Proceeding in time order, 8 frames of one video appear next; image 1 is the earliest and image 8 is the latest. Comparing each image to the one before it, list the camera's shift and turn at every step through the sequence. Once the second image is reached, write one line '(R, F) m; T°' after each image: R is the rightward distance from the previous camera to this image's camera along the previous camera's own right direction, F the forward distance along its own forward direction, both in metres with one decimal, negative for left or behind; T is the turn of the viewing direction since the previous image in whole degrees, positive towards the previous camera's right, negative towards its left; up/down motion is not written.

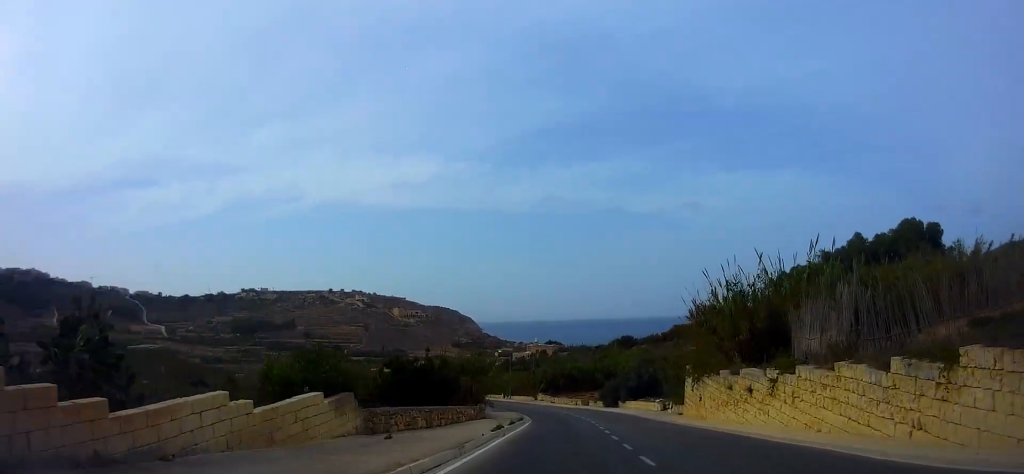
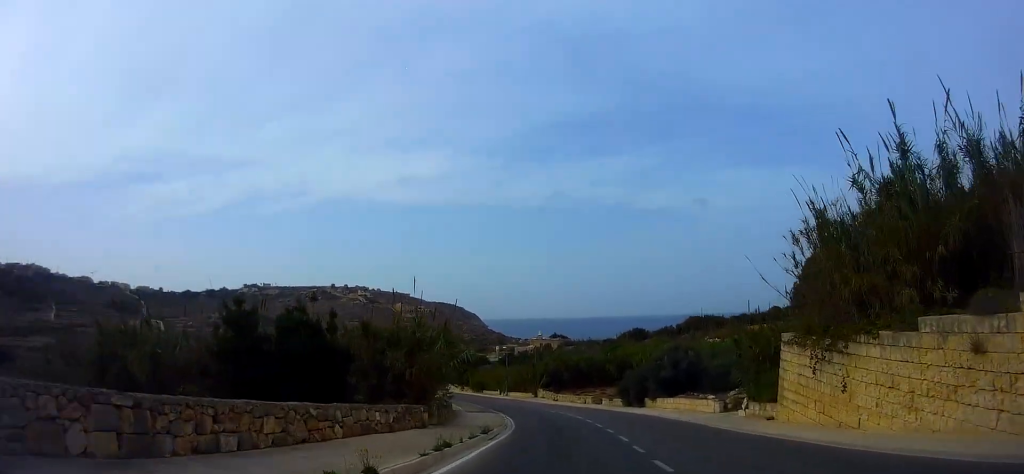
(0.0, +14.6) m; 0°
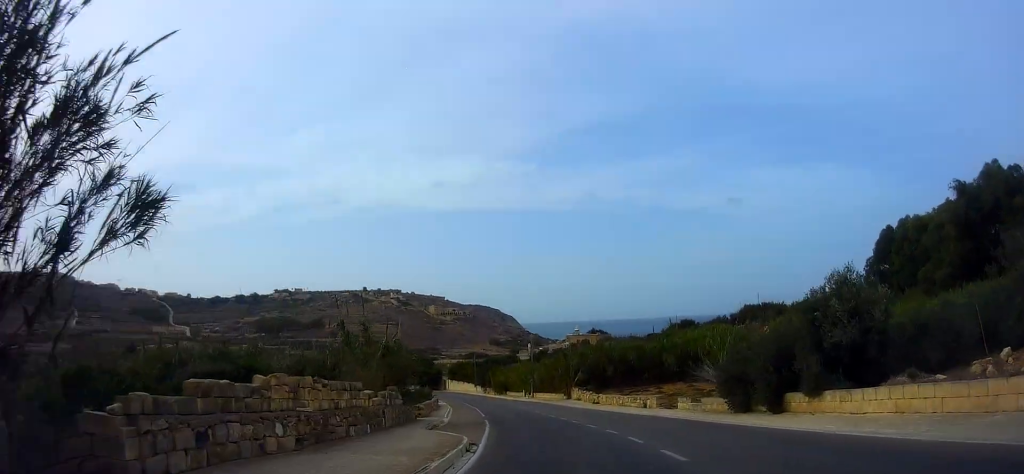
(0.0, +20.0) m; 0°
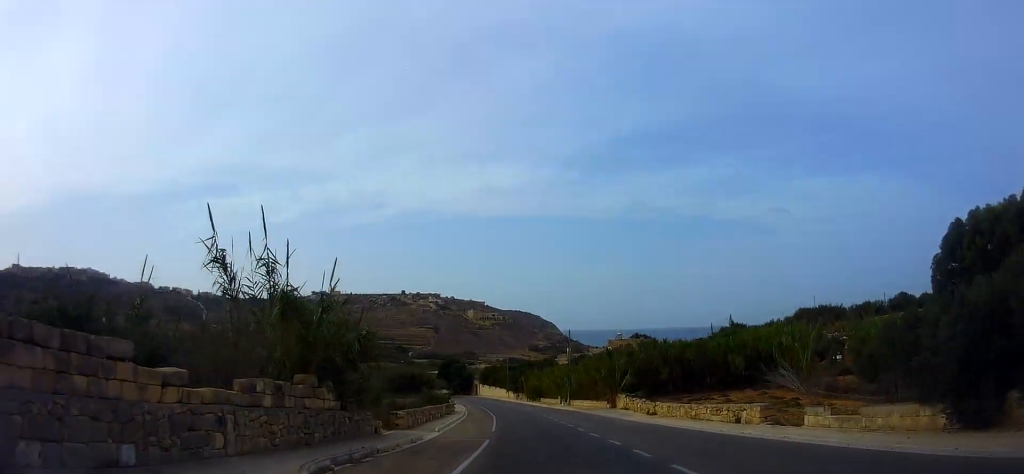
(0.0, +11.0) m; -1°
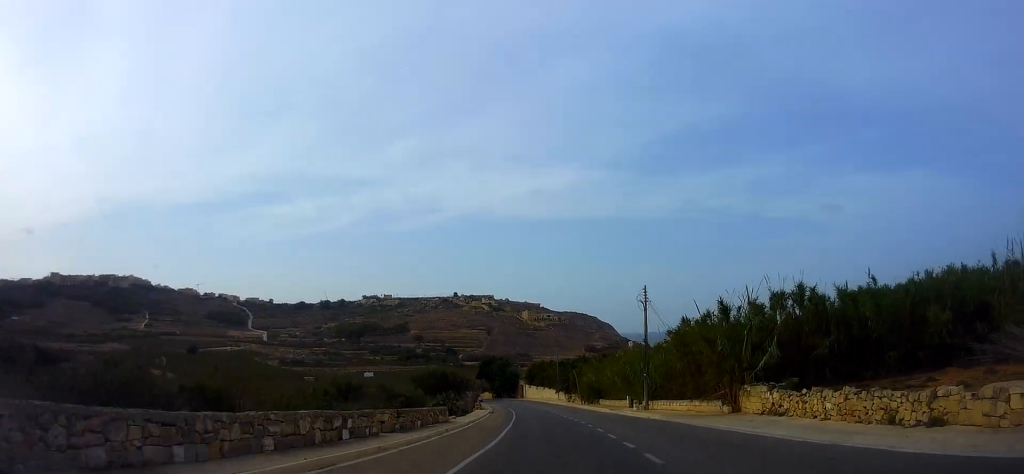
(-1.1, +21.2) m; -6°
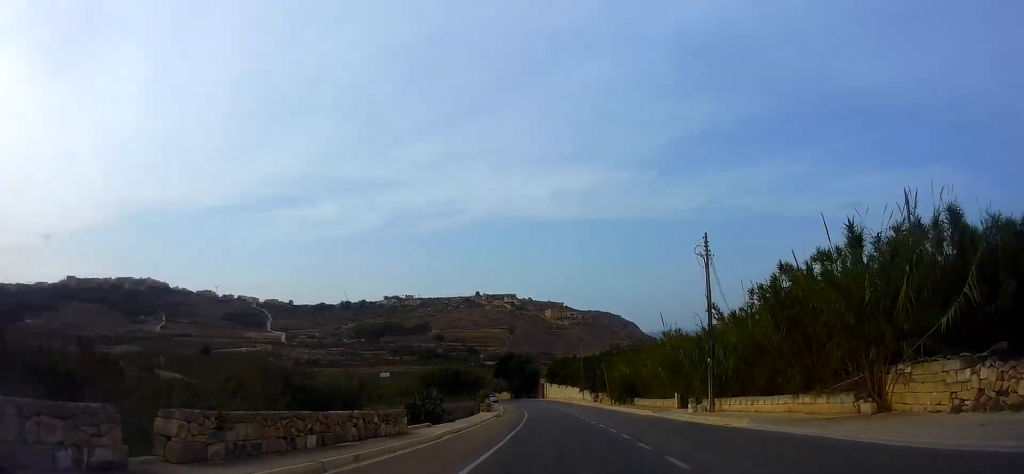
(-0.2, +10.4) m; -3°
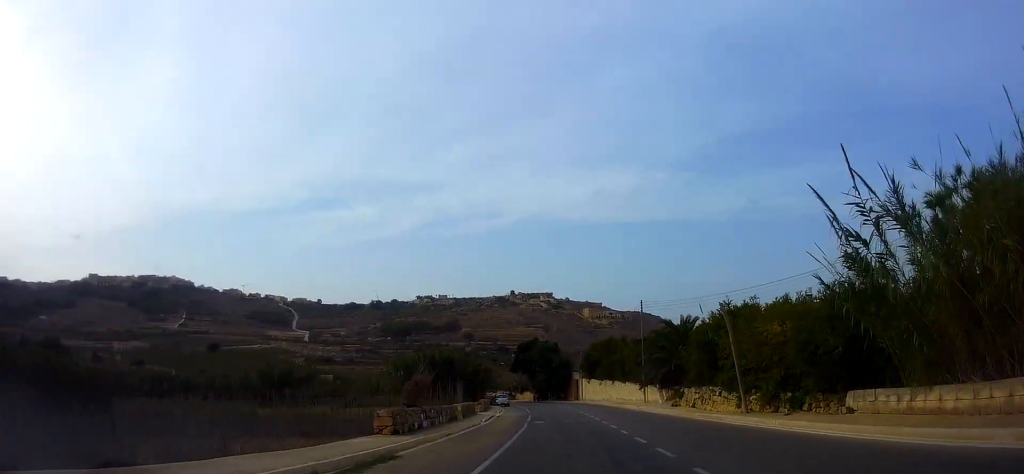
(-1.9, +30.8) m; -6°
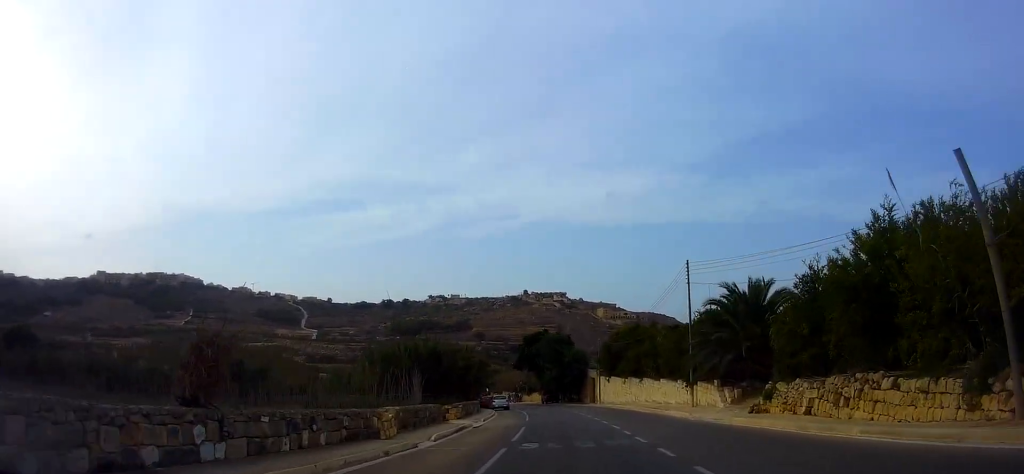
(0.0, +13.4) m; -1°
